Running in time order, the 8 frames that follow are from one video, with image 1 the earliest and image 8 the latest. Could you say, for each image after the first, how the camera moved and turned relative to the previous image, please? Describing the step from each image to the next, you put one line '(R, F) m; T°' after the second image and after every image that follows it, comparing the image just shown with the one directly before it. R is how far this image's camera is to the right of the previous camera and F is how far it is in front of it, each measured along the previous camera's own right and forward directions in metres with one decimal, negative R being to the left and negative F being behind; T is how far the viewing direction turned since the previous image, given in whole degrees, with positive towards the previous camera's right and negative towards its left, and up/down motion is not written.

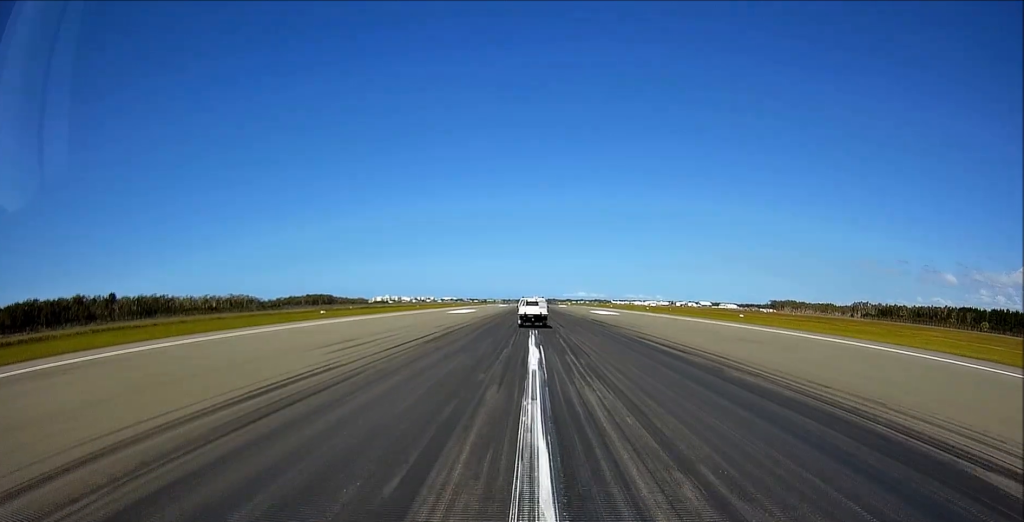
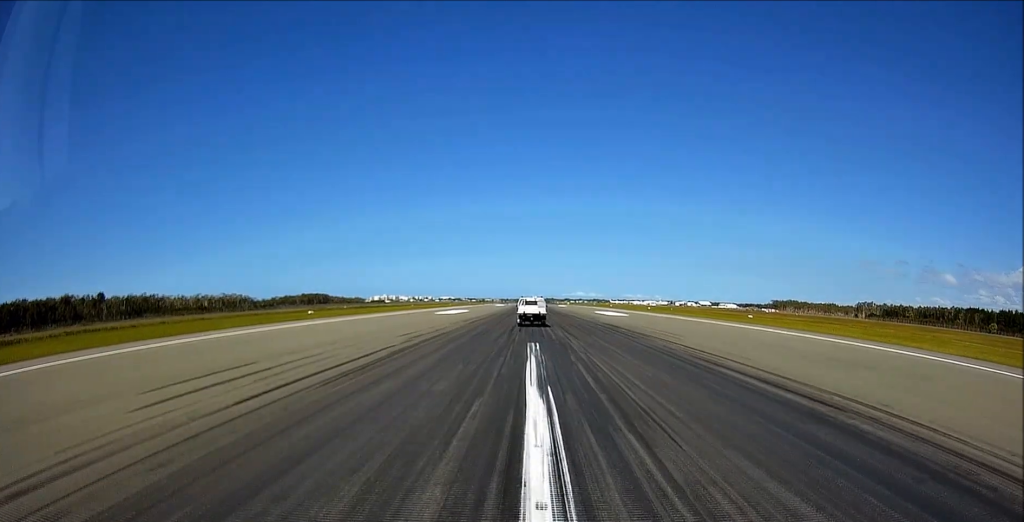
(0.0, +12.4) m; 0°
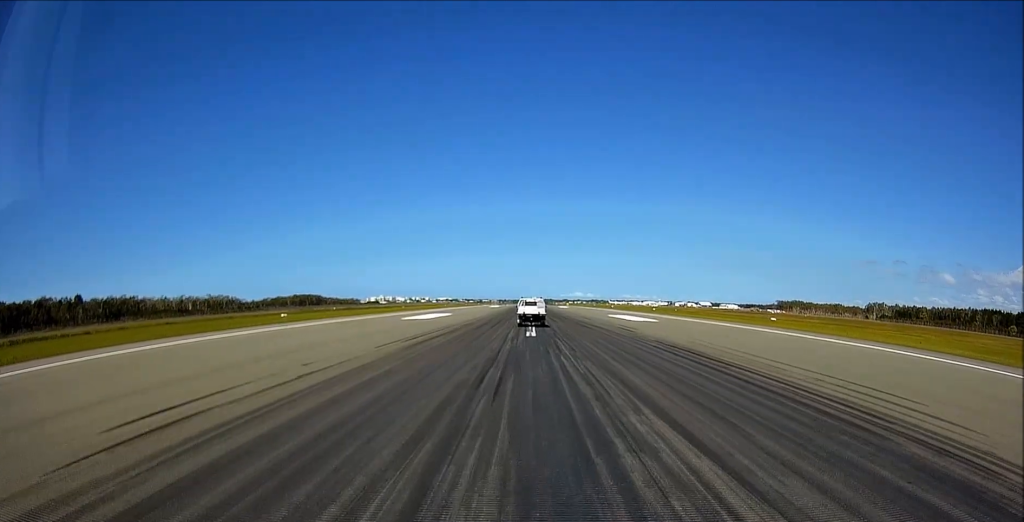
(0.0, +19.2) m; +2°
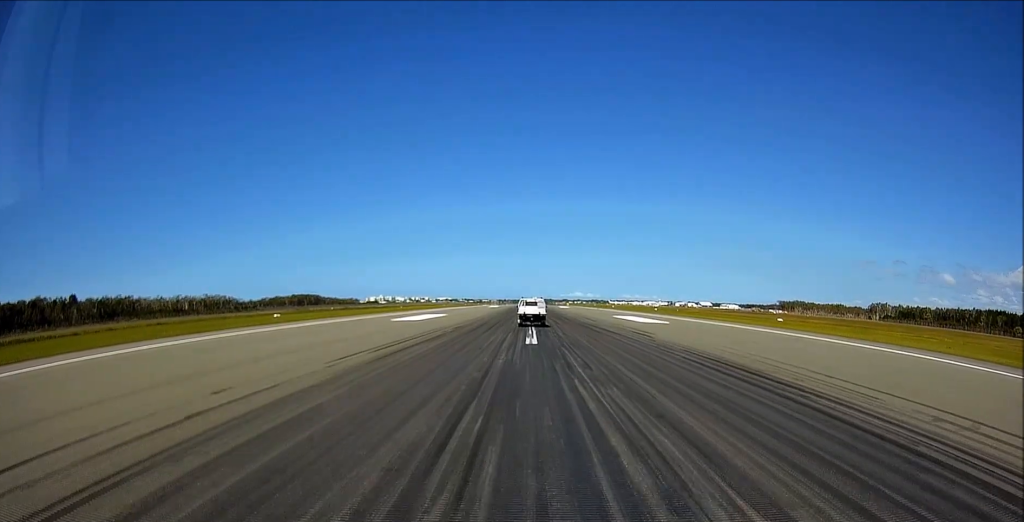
(+0.2, +5.1) m; +1°
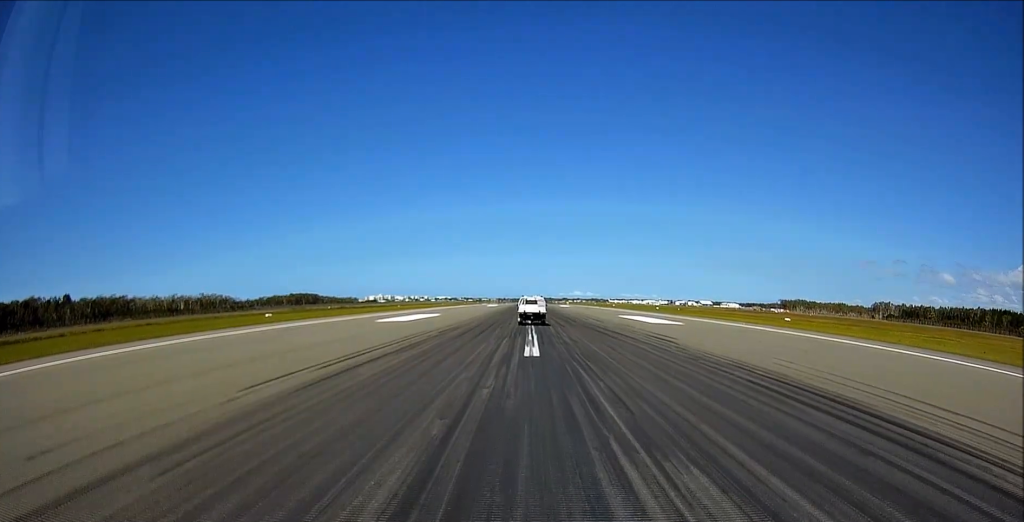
(+0.1, +5.4) m; 0°
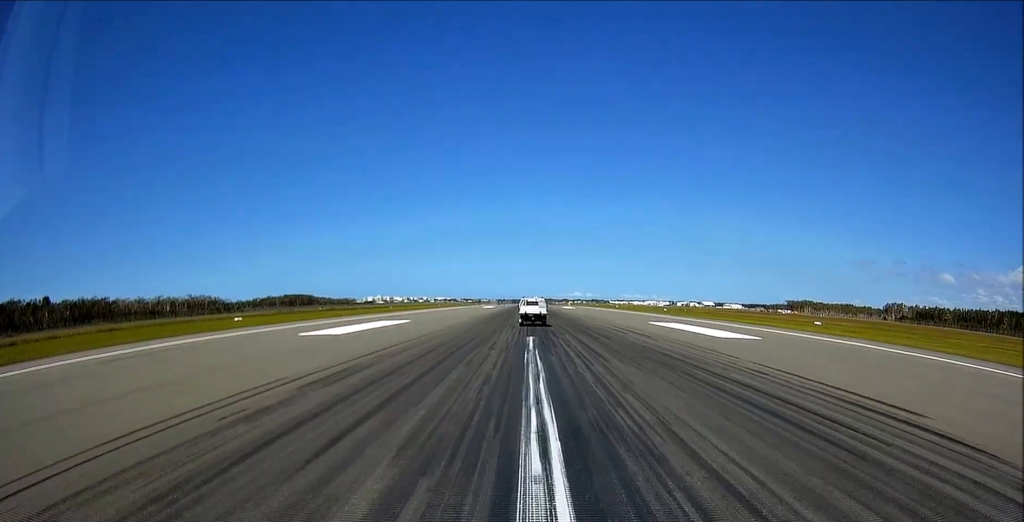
(-0.4, +19.1) m; -2°
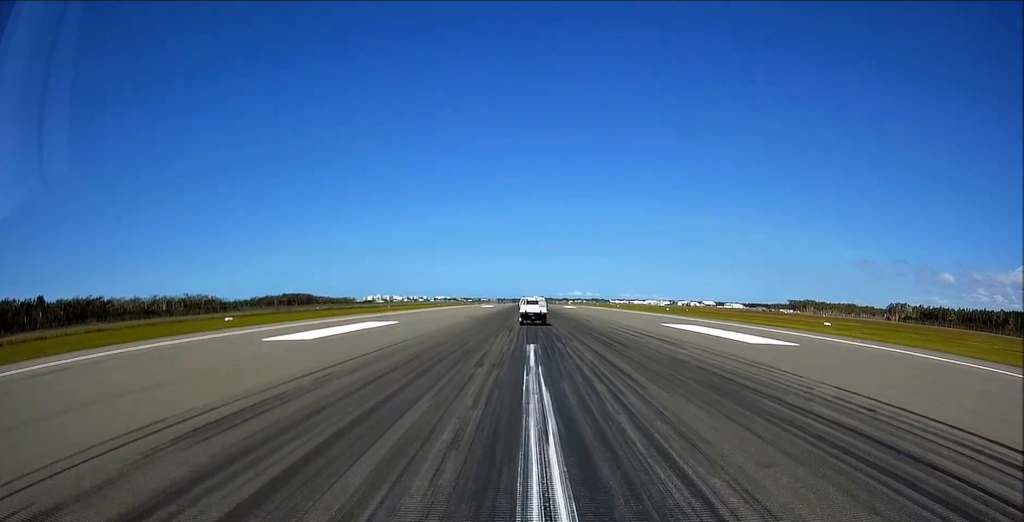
(0.0, +5.8) m; 0°
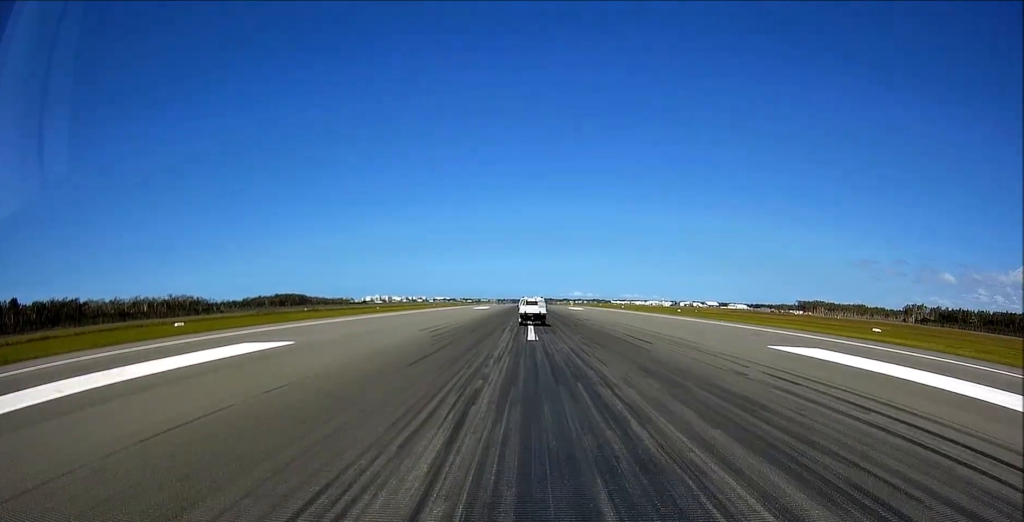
(-0.1, +26.0) m; 0°
